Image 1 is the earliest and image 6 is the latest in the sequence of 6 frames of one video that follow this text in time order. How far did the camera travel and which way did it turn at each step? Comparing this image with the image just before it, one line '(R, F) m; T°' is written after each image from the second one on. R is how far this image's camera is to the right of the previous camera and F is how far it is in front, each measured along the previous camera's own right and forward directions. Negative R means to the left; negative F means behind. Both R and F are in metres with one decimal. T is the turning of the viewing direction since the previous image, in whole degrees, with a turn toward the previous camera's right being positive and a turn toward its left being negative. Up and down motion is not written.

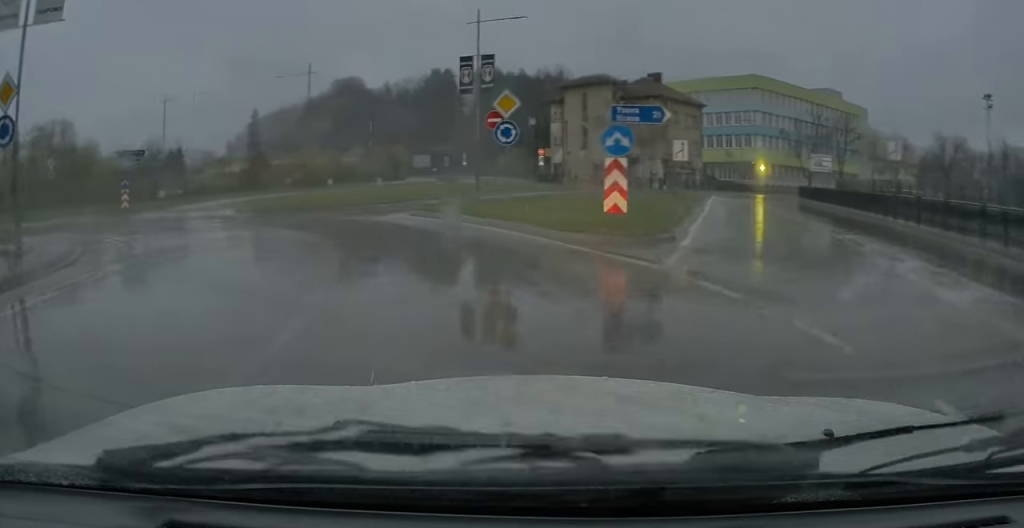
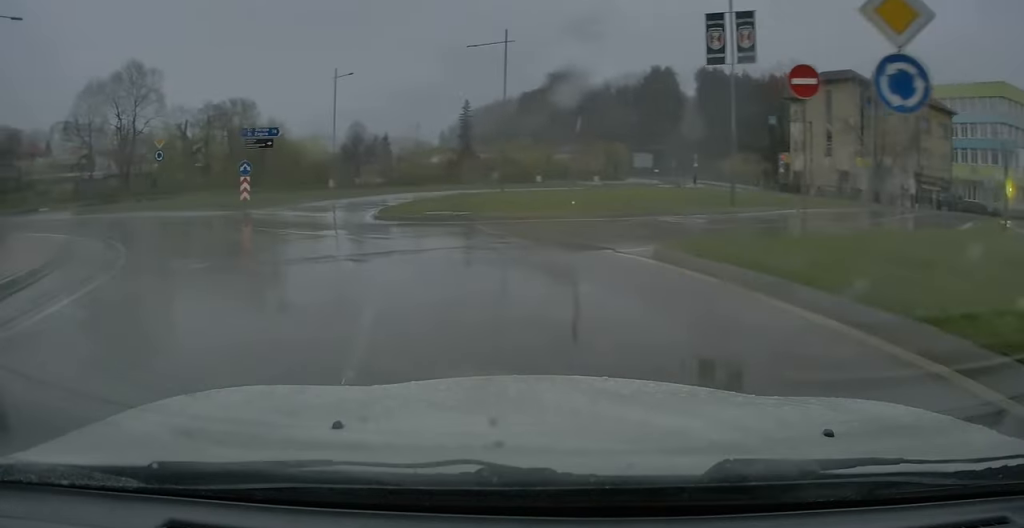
(-1.8, +9.5) m; -19°
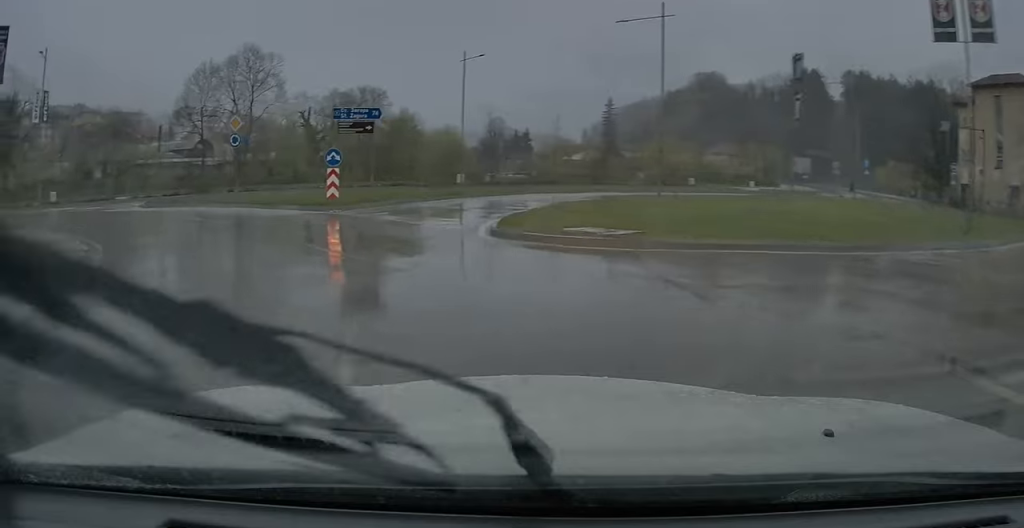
(-0.9, +6.4) m; -7°
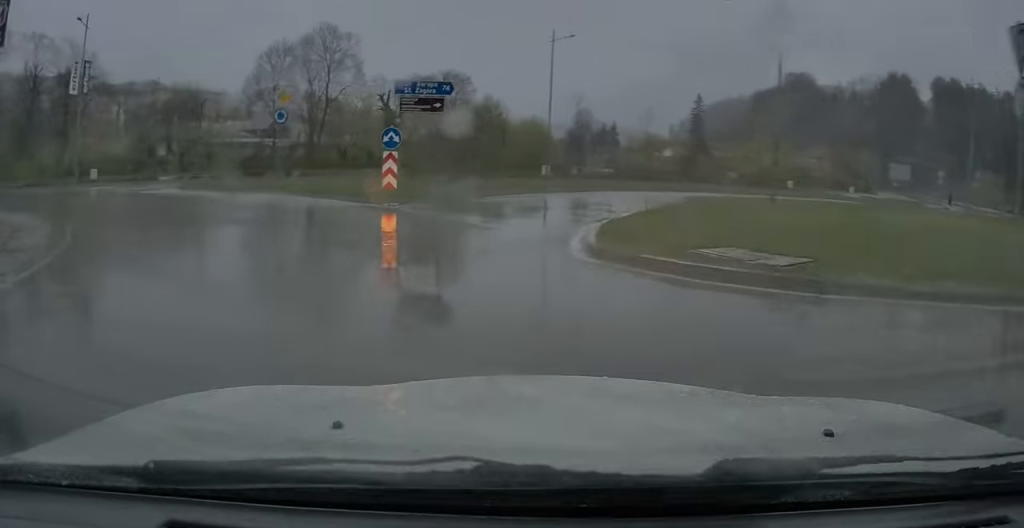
(0.0, +4.1) m; +2°
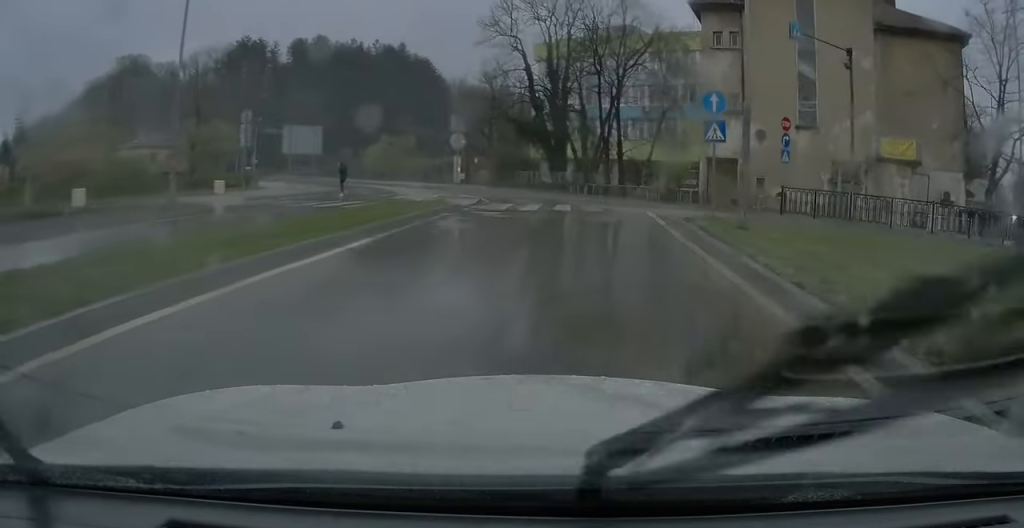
(+19.7, +31.0) m; +56°
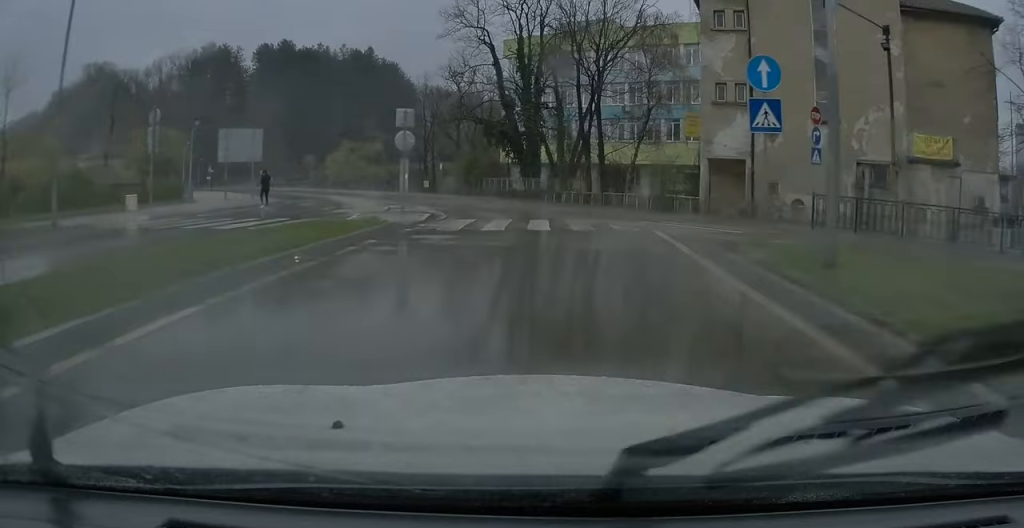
(0.0, +5.4) m; 0°
